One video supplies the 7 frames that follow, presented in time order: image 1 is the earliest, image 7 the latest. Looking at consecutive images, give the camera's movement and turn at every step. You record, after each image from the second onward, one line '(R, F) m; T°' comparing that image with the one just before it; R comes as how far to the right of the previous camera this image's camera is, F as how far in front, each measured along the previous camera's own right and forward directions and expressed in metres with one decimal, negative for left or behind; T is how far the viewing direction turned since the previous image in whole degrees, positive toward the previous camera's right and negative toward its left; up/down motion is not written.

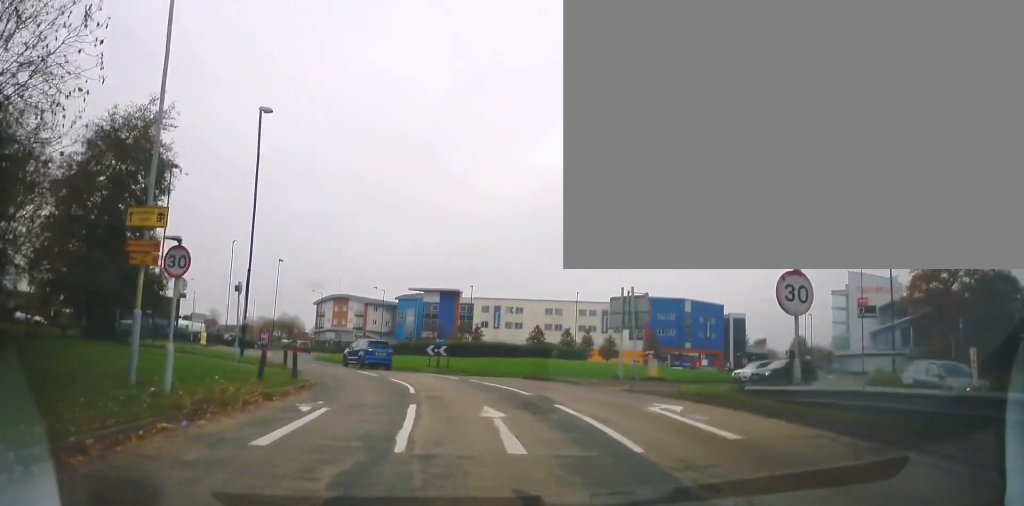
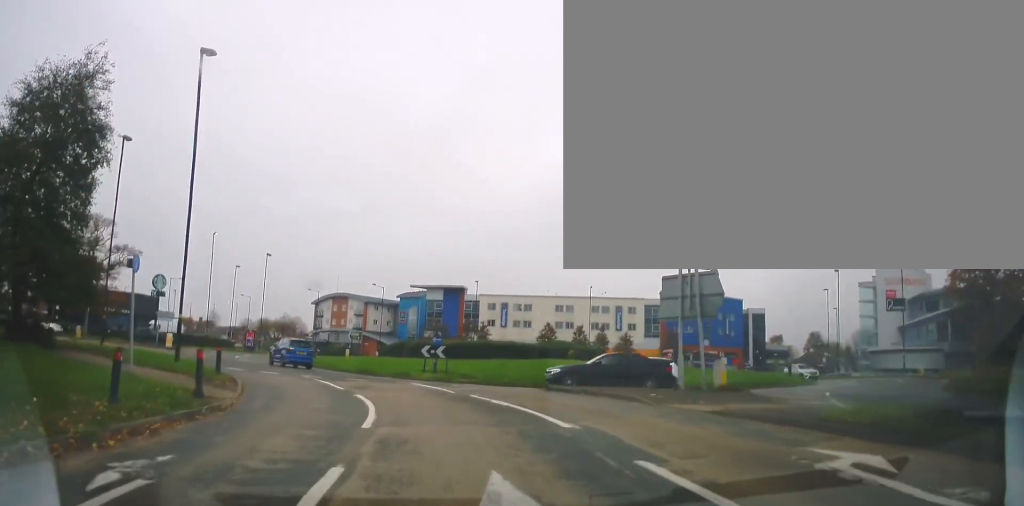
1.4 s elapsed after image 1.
(-0.3, +7.0) m; -3°
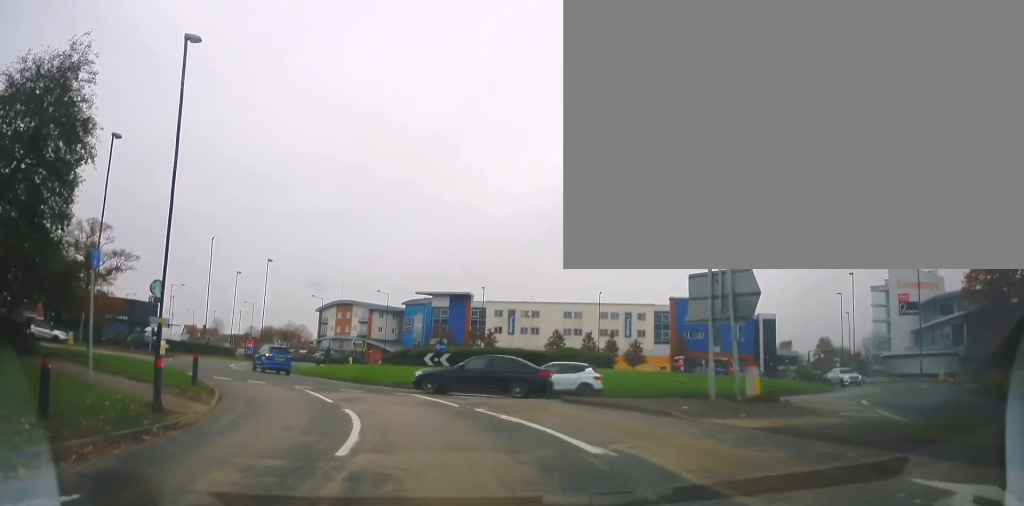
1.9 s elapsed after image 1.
(-0.1, +2.3) m; -1°
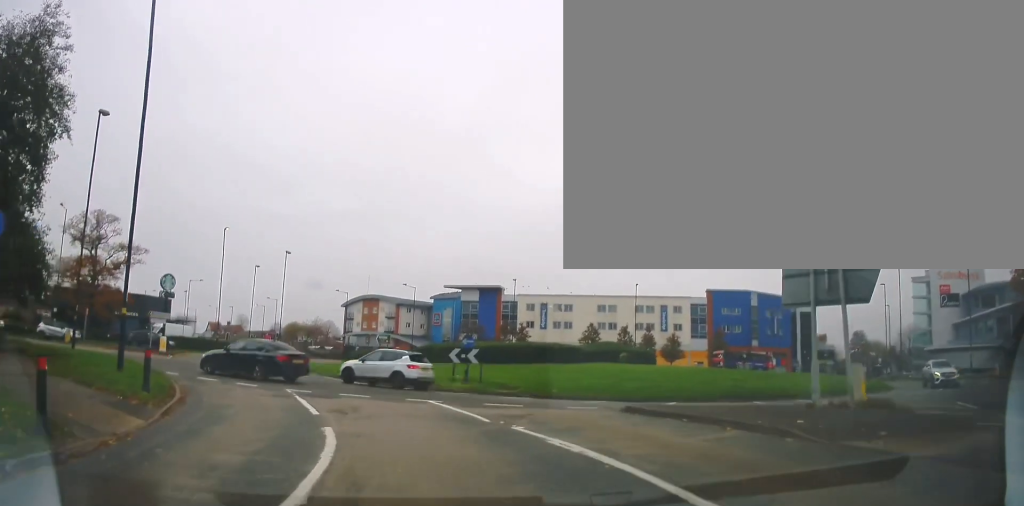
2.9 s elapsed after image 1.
(+0.1, +4.2) m; -4°
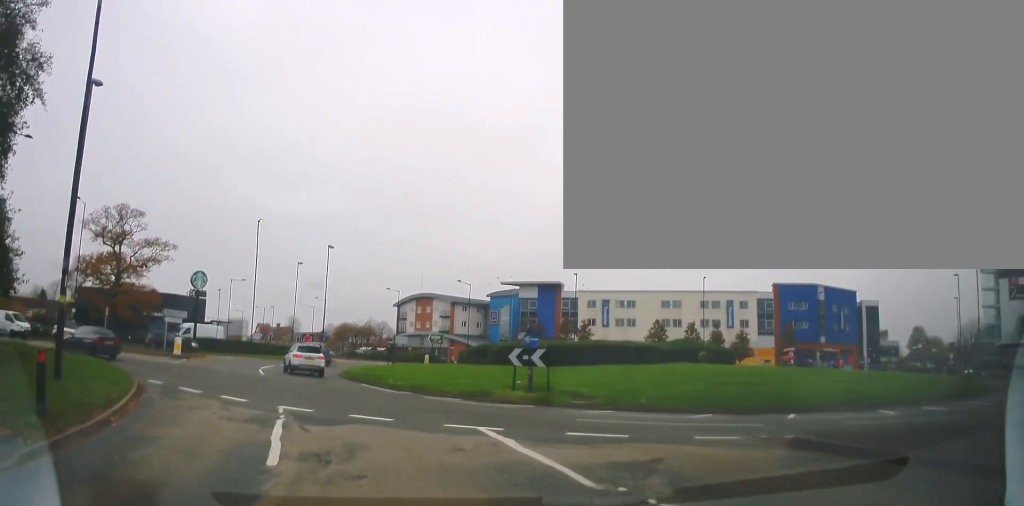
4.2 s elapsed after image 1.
(-0.4, +5.3) m; -5°
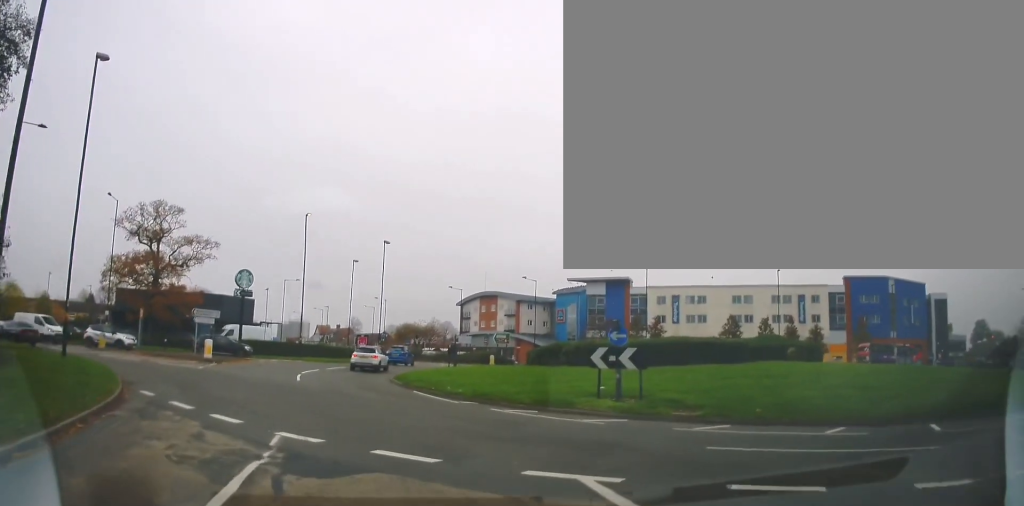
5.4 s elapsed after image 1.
(-0.1, +4.1) m; -8°
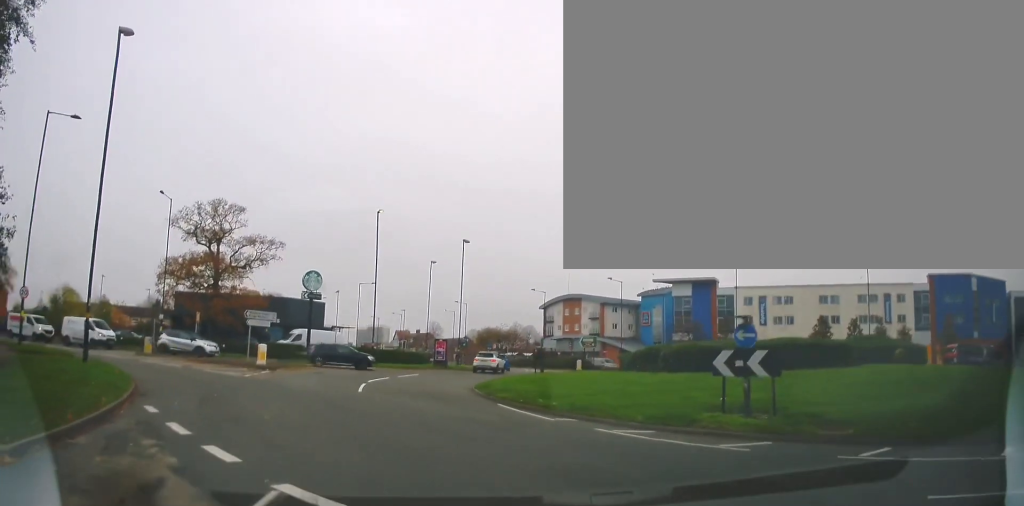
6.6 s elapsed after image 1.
(-0.4, +3.4) m; -10°
